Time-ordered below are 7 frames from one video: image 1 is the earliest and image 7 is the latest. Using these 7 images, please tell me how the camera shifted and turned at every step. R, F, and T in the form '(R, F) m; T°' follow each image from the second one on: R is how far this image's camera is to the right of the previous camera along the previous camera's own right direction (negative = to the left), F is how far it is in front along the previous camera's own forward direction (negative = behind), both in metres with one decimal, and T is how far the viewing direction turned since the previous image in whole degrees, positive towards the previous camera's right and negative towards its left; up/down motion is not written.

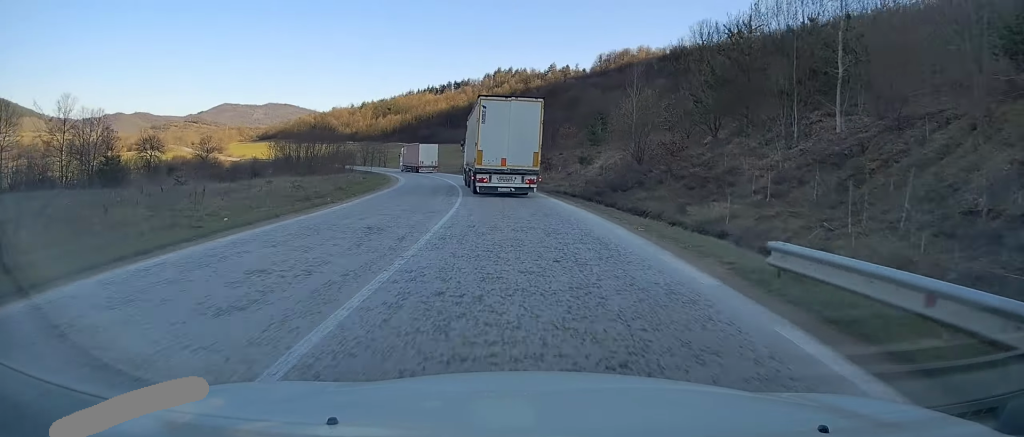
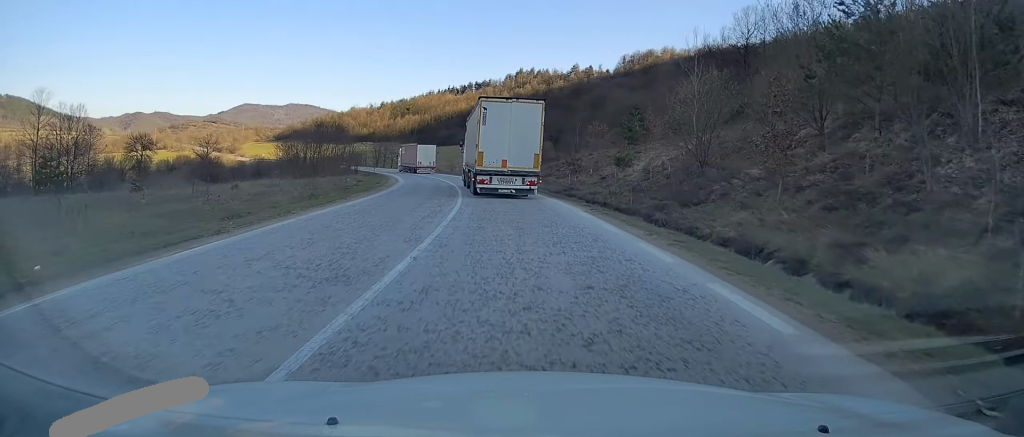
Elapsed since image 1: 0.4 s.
(-0.1, +10.2) m; -2°
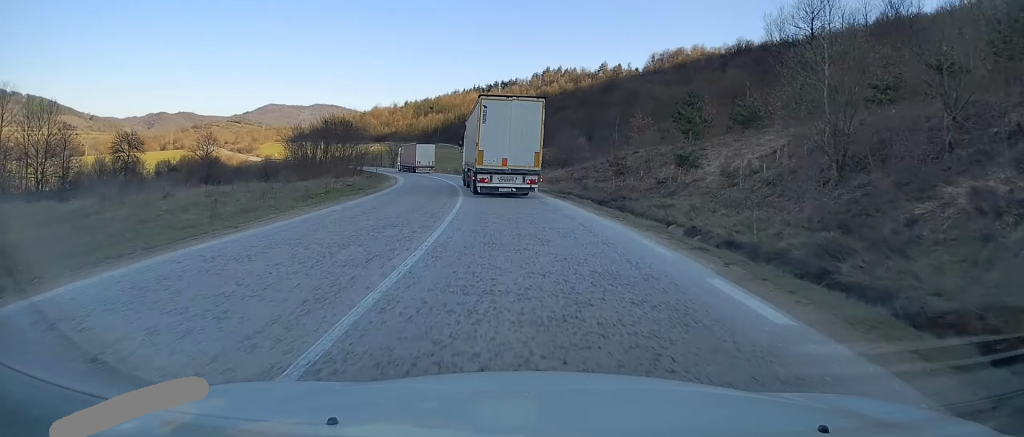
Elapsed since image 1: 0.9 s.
(-0.3, +11.9) m; -2°
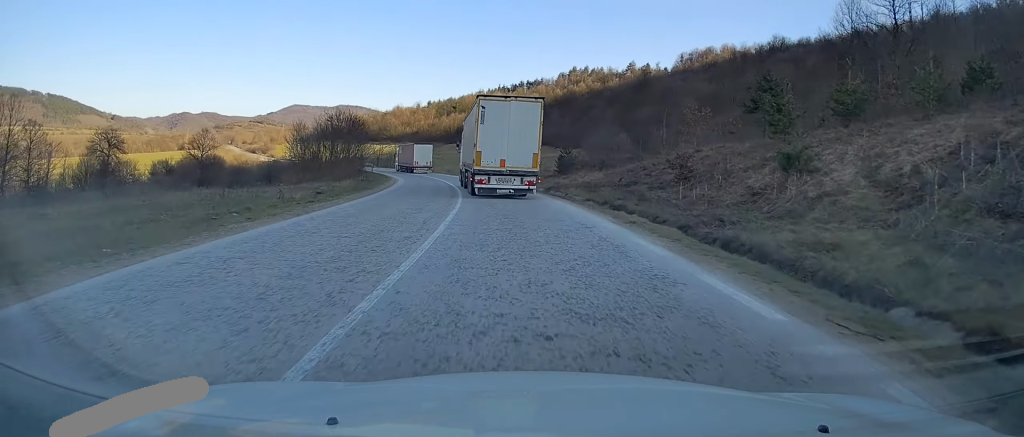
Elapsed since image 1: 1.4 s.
(+0.1, +11.9) m; -2°
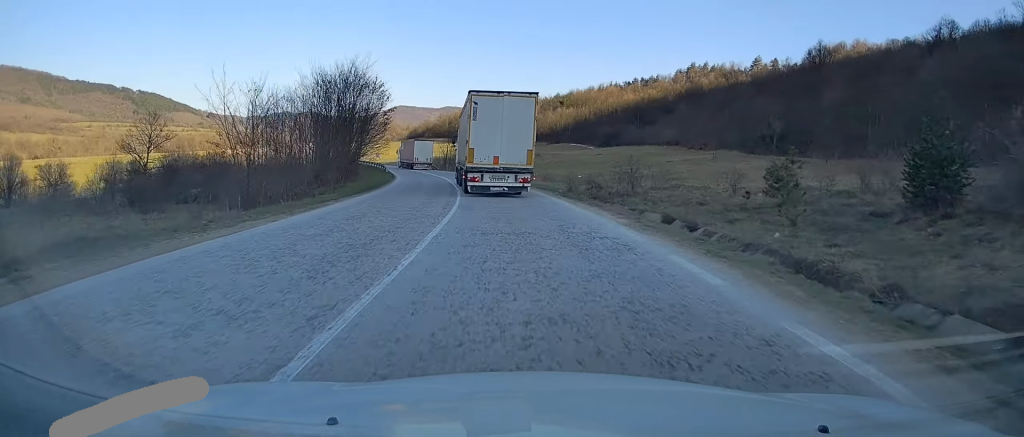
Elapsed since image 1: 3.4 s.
(-4.1, +47.3) m; -10°
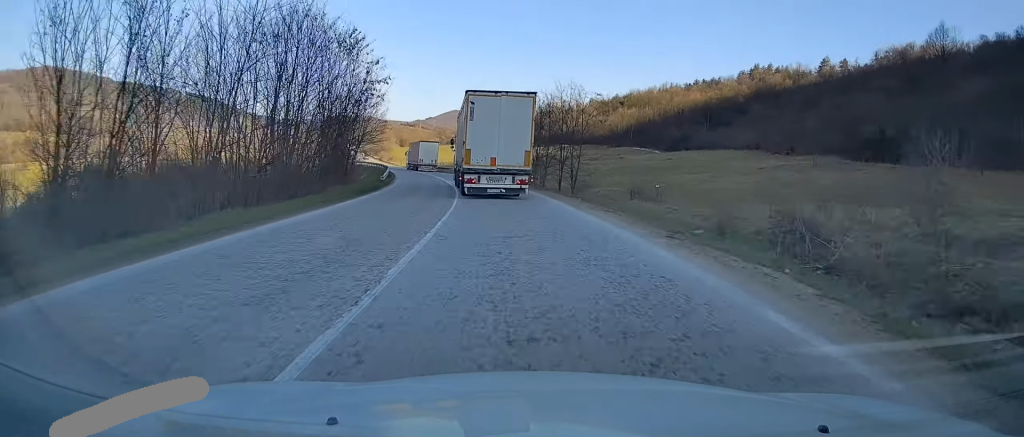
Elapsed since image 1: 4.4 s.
(-1.0, +23.7) m; -5°
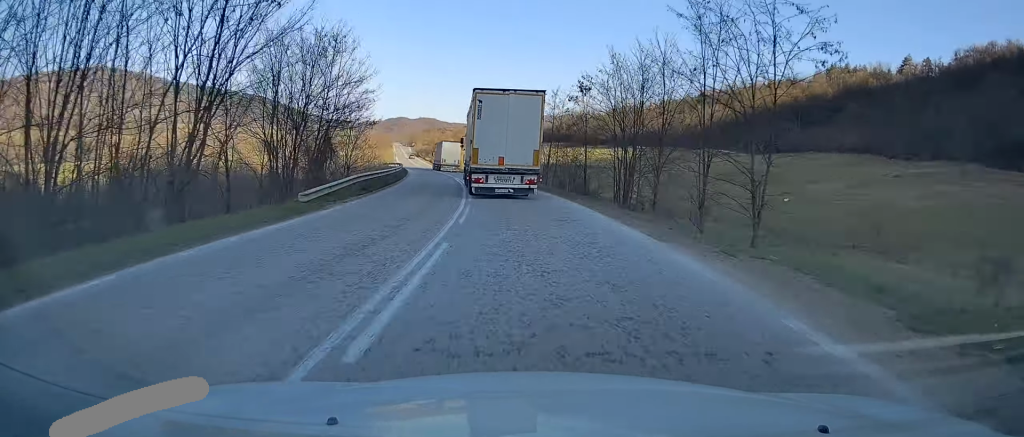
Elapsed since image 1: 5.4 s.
(-1.2, +24.8) m; -5°
